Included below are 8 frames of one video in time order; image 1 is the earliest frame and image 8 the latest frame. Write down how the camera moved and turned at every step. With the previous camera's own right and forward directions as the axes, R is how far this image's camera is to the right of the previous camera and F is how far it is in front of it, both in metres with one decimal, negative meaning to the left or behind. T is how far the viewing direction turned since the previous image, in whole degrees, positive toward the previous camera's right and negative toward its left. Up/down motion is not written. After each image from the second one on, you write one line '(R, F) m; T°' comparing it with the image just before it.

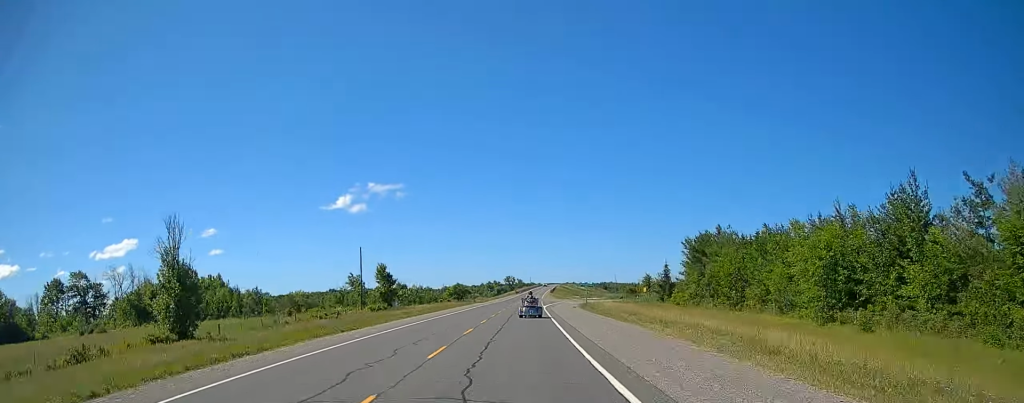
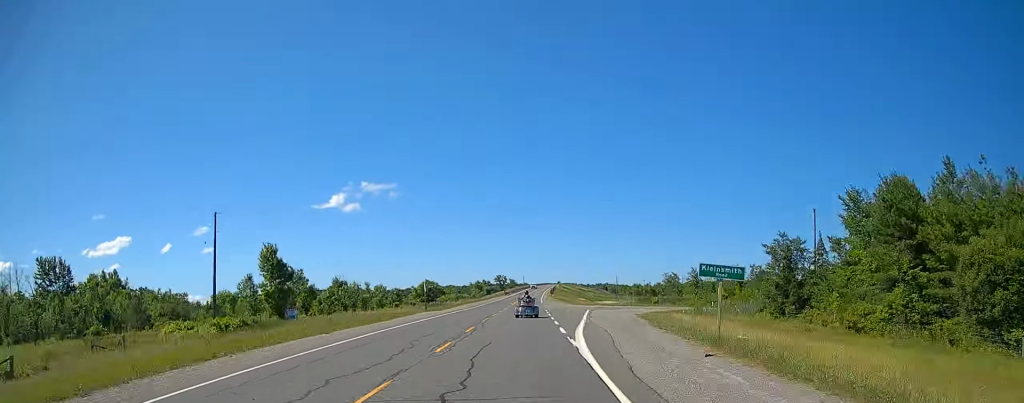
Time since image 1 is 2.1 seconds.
(+0.1, +48.5) m; +1°
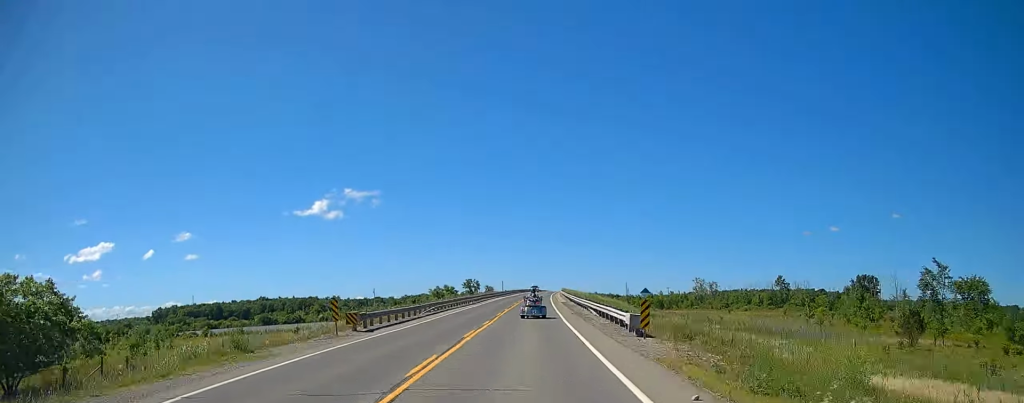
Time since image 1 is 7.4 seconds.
(+1.8, +125.6) m; +2°
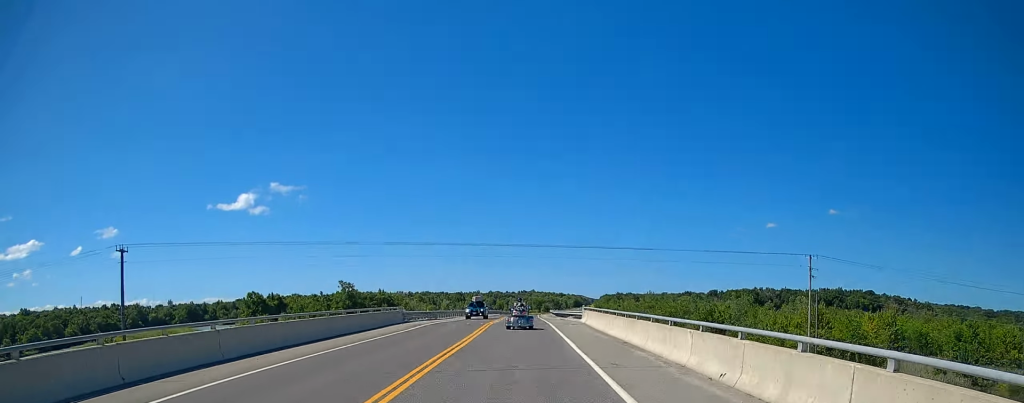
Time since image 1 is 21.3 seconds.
(+17.2, +325.3) m; +6°
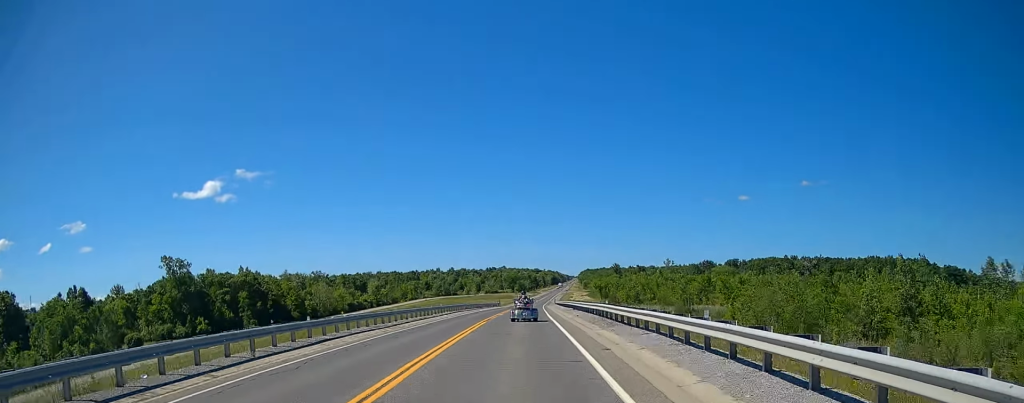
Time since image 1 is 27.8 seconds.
(+3.0, +153.0) m; +2°
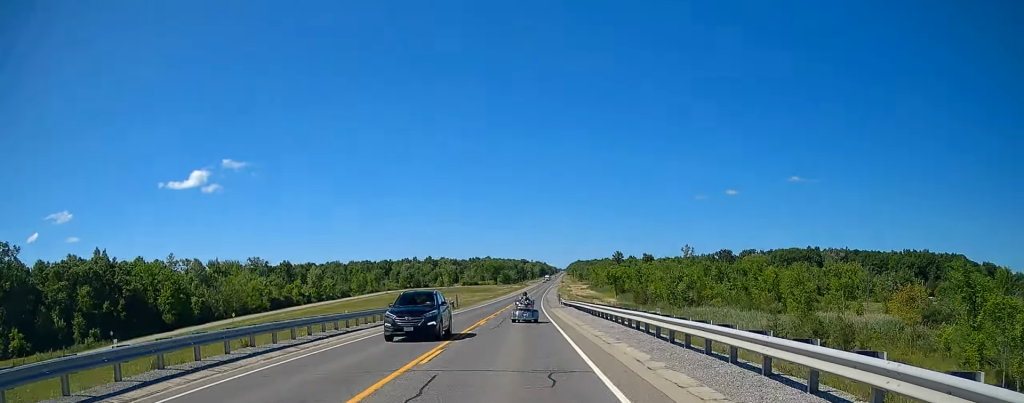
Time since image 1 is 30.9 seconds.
(+0.8, +73.9) m; +1°
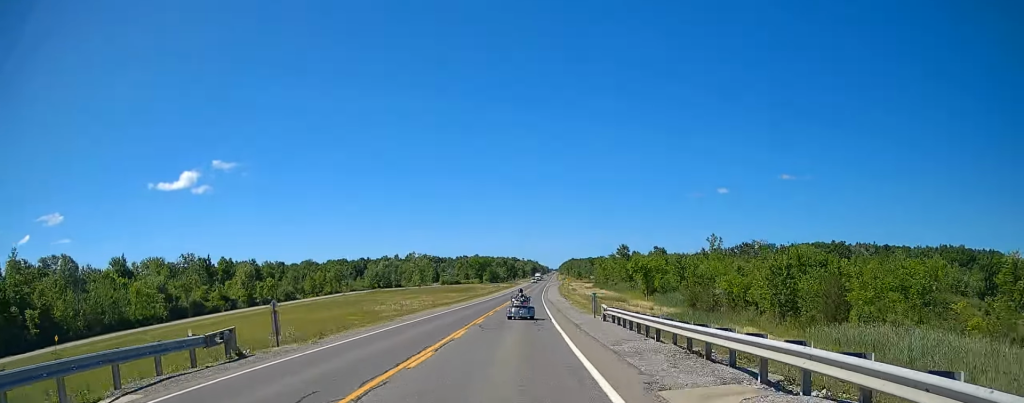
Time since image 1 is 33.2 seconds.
(+0.3, +56.6) m; +1°
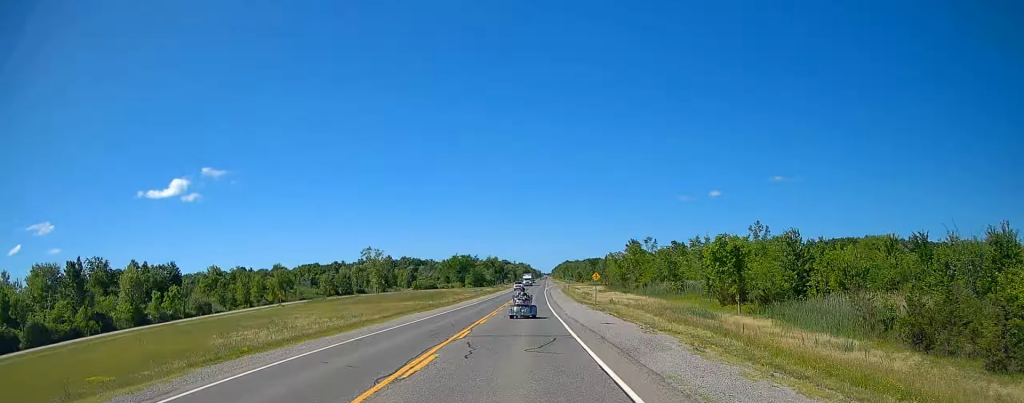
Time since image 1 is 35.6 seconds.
(+0.6, +57.6) m; +1°
